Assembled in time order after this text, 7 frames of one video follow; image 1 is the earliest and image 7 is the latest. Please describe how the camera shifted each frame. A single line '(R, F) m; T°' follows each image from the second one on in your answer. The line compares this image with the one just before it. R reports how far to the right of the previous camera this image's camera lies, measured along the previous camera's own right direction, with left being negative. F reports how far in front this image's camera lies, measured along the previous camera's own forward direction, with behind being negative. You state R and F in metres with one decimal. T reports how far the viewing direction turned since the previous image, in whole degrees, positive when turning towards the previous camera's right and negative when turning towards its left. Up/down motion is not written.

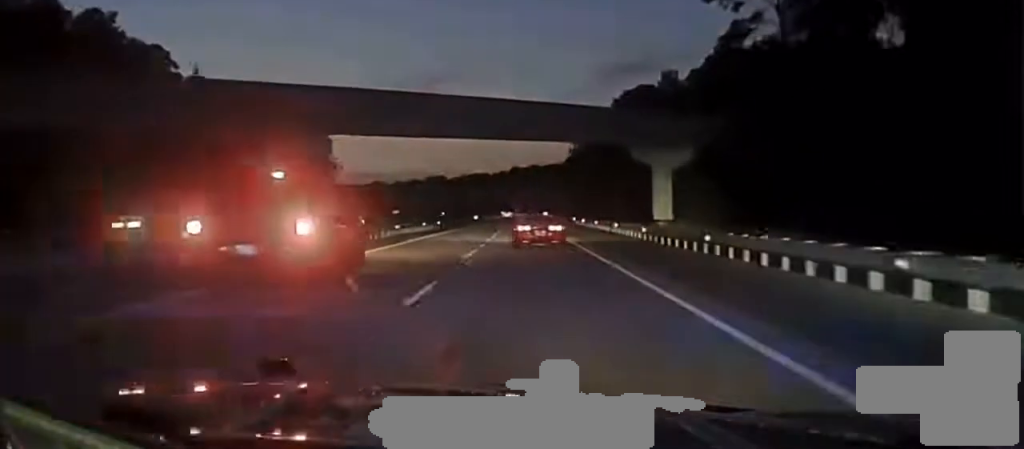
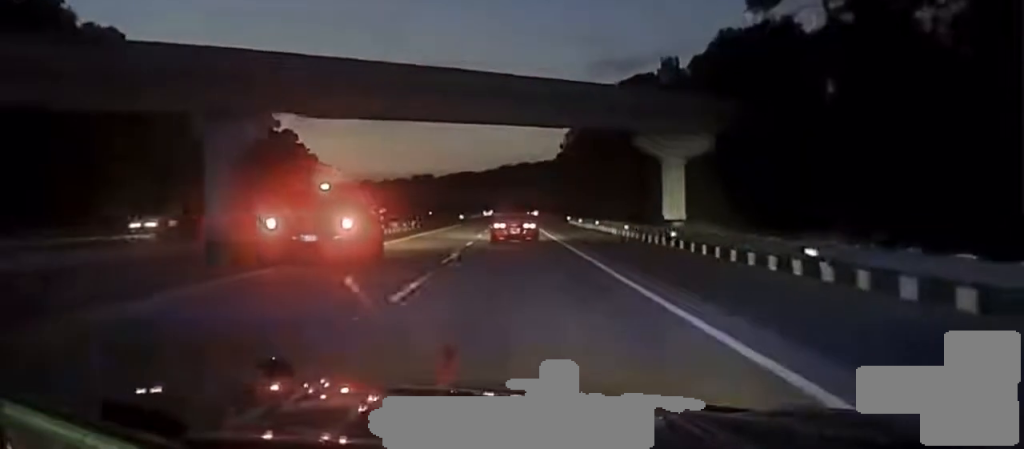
(+0.1, +13.5) m; 0°
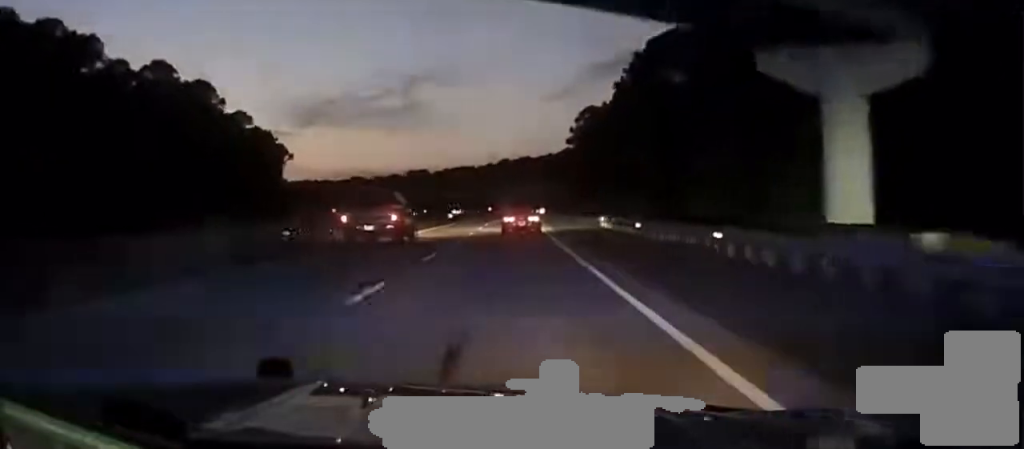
(+0.1, +43.1) m; 0°
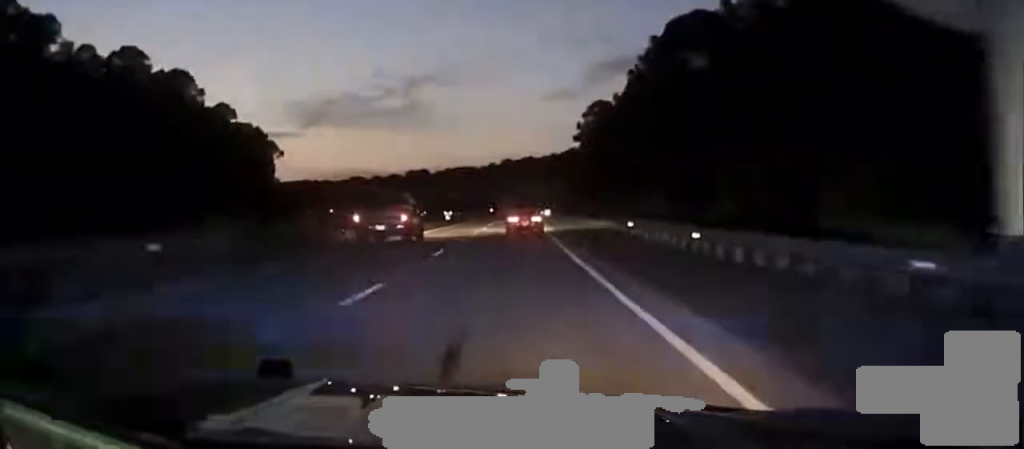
(0.0, +14.0) m; -1°
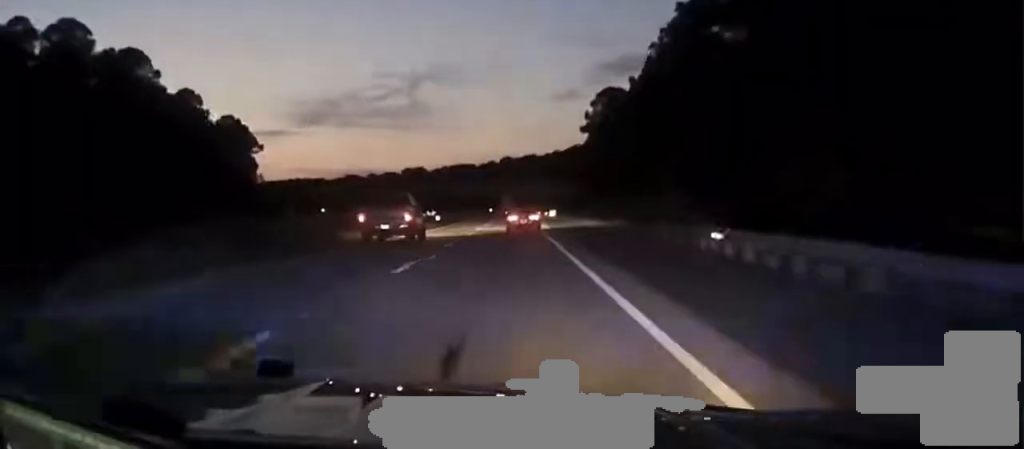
(-0.2, +22.4) m; -1°
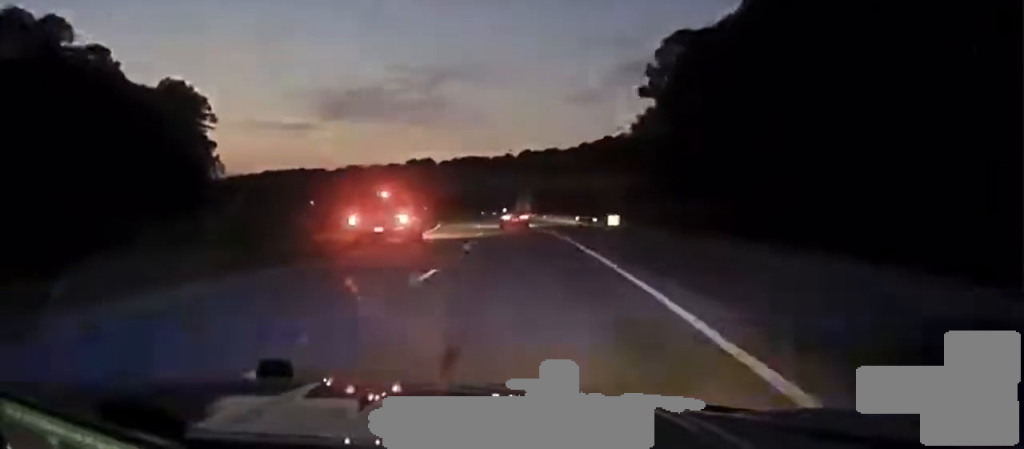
(-0.6, +52.4) m; -2°
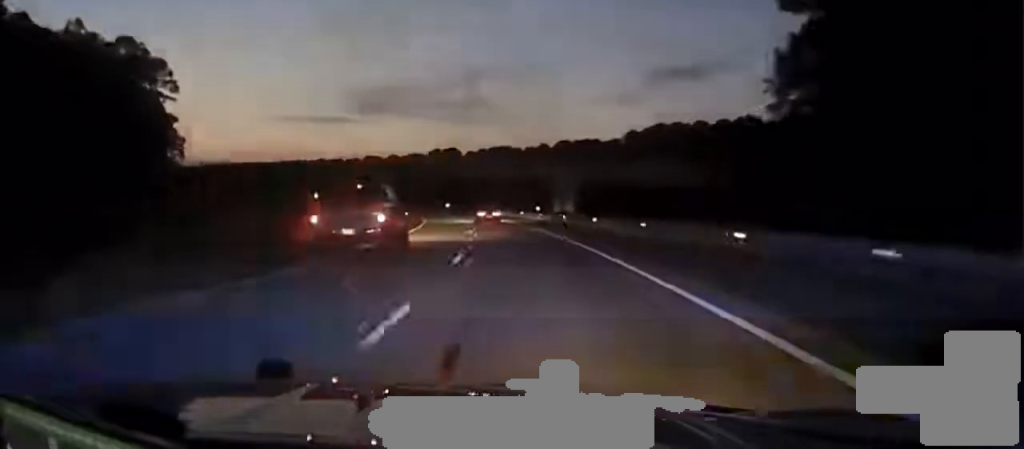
(-1.0, +43.0) m; -3°
